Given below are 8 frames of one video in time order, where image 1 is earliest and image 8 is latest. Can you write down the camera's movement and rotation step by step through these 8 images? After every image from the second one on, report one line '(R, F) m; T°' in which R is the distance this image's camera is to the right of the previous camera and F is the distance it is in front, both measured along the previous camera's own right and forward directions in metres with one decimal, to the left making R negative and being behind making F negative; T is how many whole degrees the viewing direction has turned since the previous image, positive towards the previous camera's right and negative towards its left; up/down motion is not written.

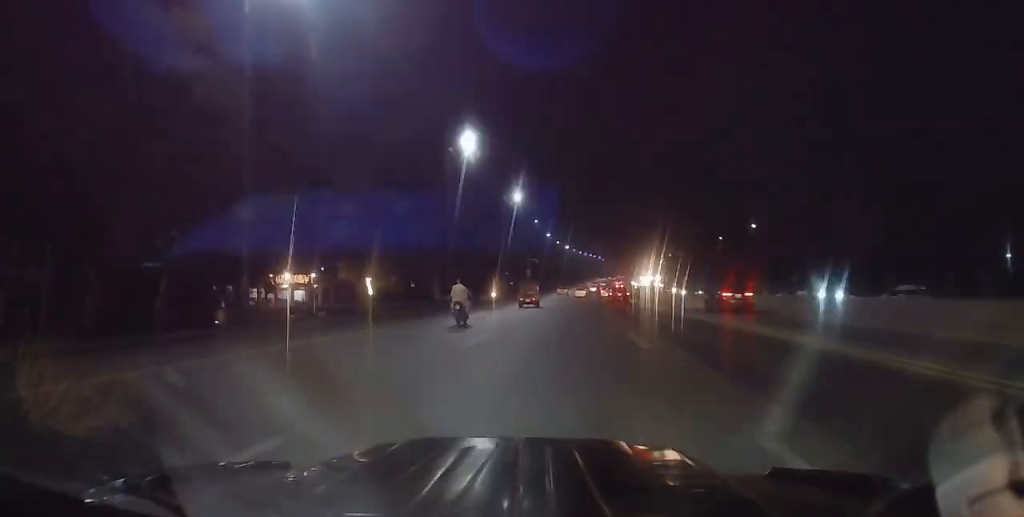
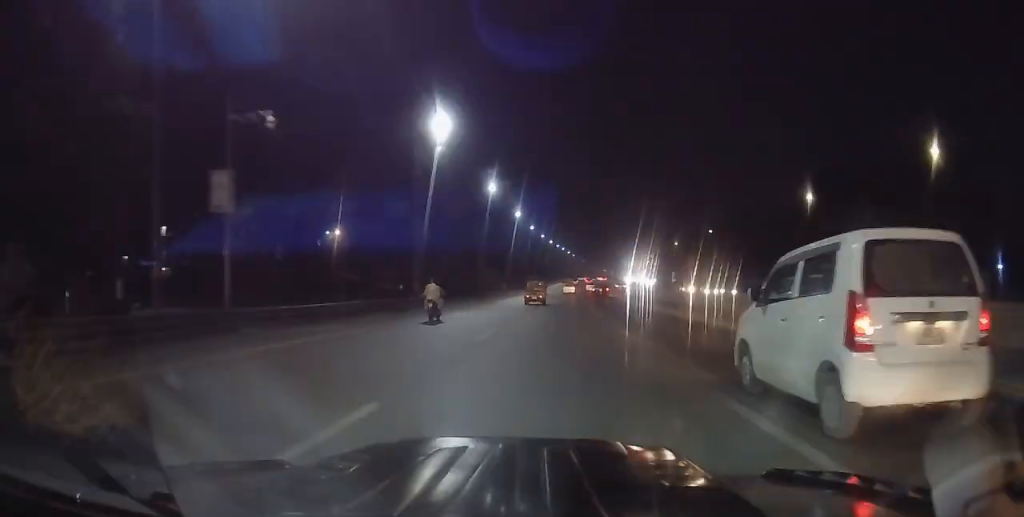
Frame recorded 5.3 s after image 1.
(+1.5, +91.6) m; +2°
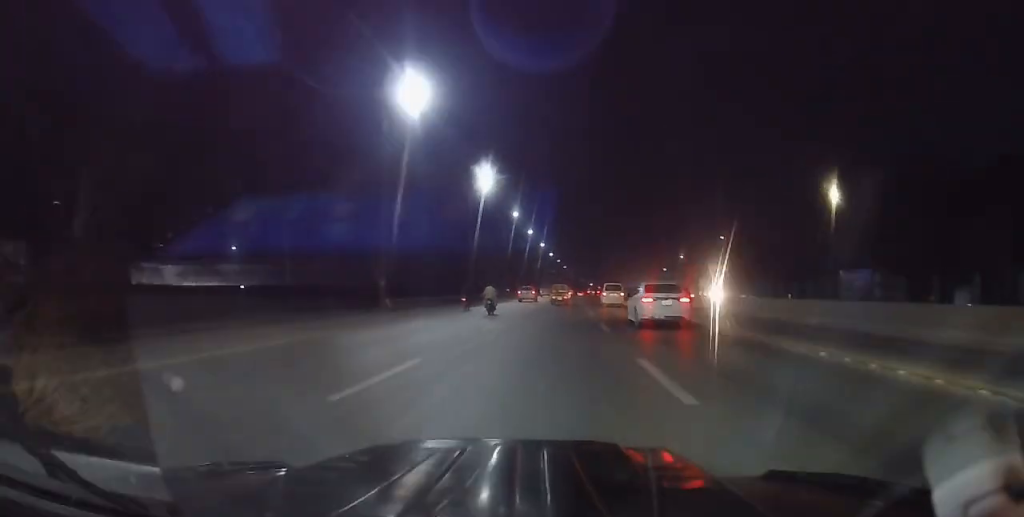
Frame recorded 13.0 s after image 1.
(+2.4, +122.2) m; +2°
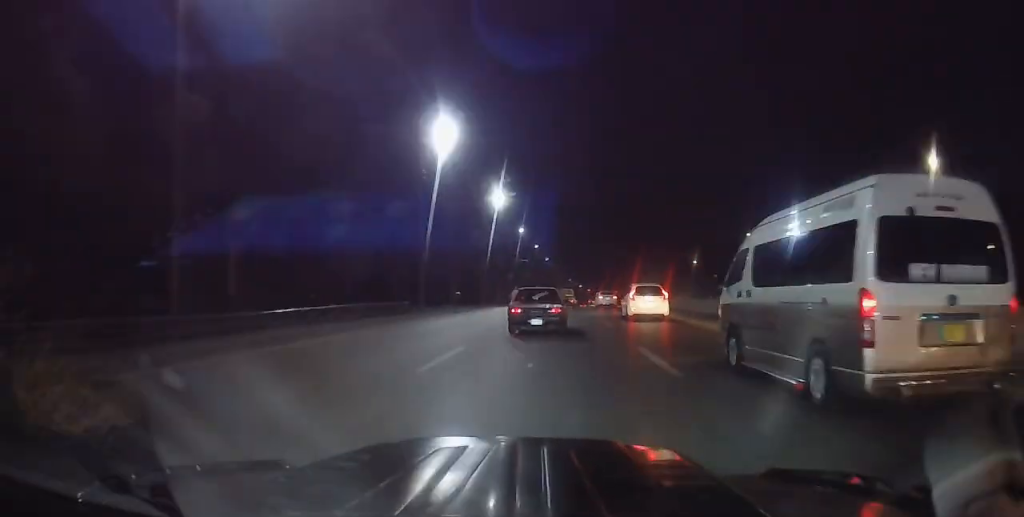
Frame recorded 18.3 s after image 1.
(+1.0, +80.1) m; +2°
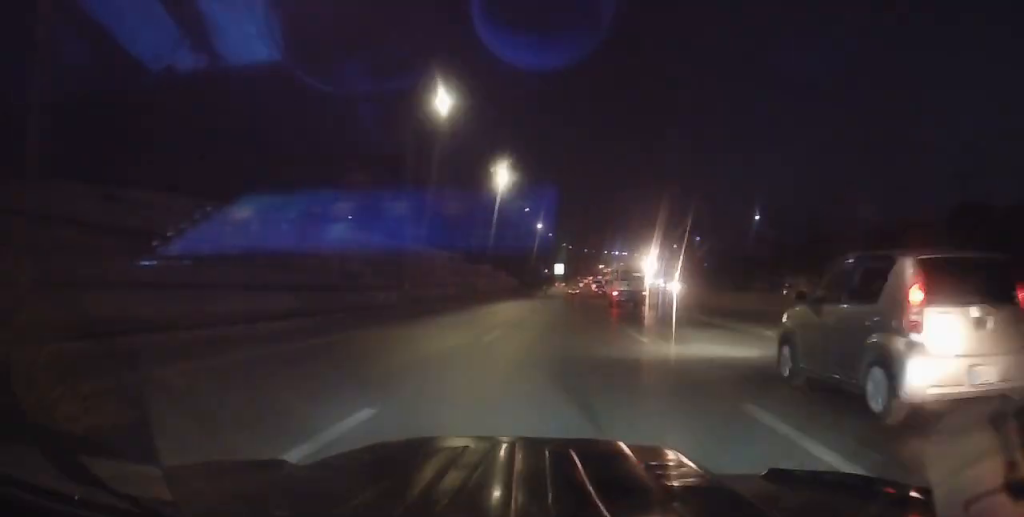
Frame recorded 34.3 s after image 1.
(+11.8, +252.0) m; +5°
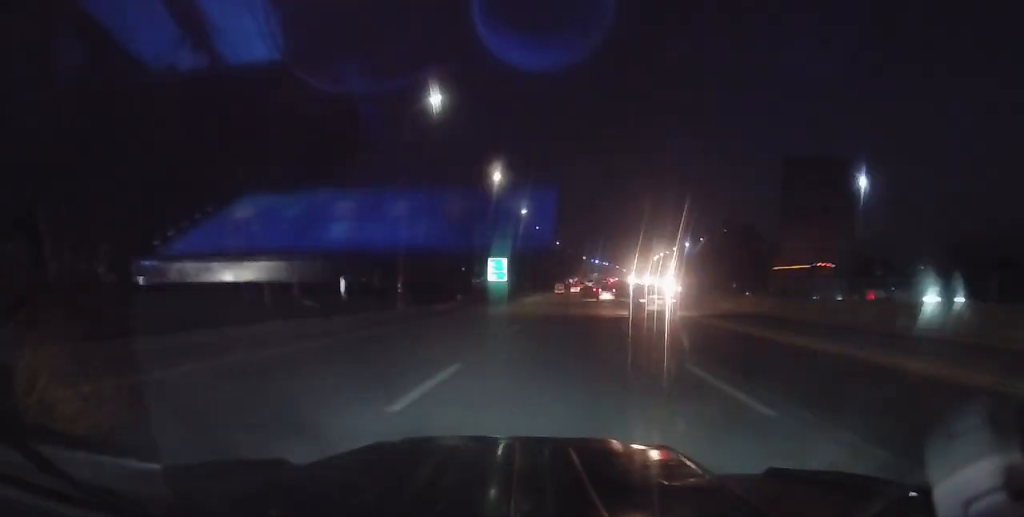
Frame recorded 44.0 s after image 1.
(+3.3, +146.6) m; +3°
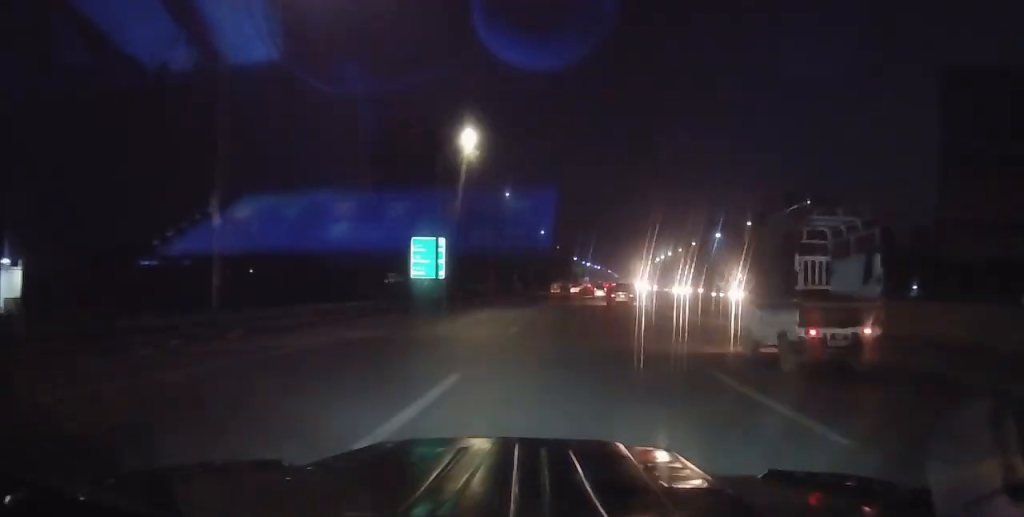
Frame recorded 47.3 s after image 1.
(+1.0, +48.1) m; +1°
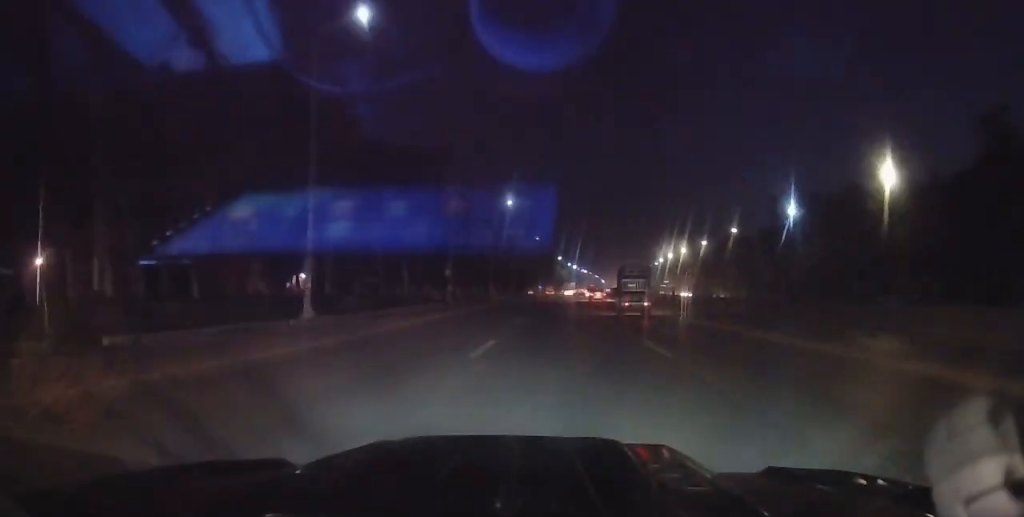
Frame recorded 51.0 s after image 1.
(+0.3, +53.0) m; +1°
